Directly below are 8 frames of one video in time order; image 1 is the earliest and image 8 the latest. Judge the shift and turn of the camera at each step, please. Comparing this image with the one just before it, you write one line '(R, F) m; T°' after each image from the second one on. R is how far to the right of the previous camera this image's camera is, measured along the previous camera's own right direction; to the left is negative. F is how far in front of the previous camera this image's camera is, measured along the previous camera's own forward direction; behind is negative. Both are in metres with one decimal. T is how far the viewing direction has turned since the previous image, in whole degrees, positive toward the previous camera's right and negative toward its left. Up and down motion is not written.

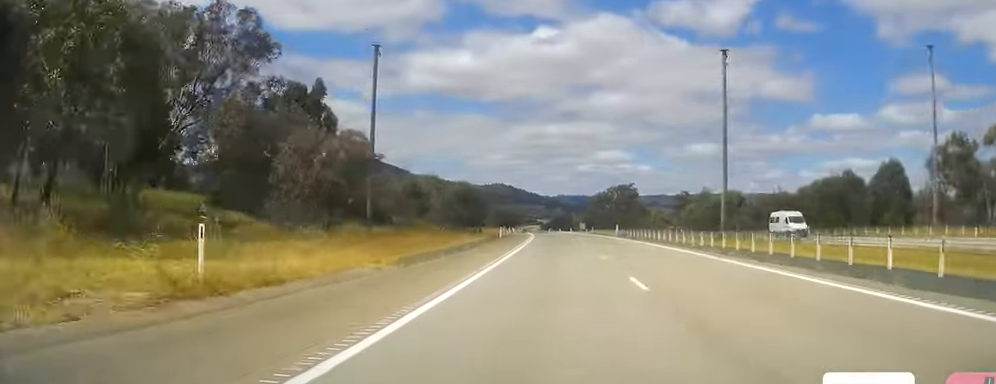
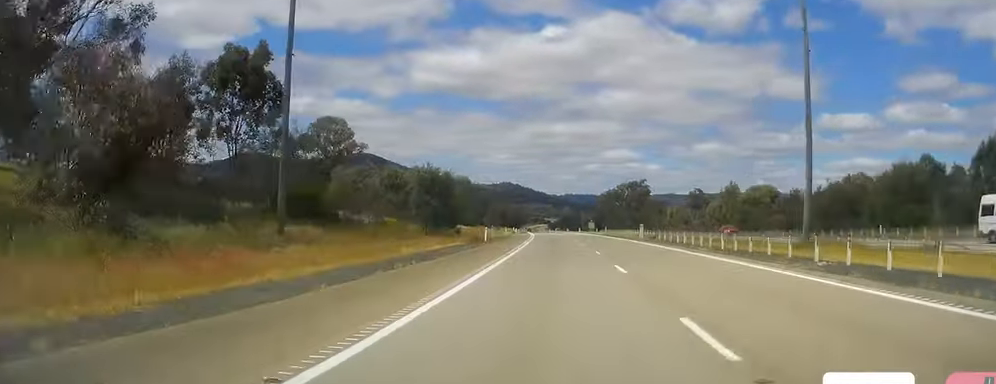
(-0.8, +19.3) m; -1°
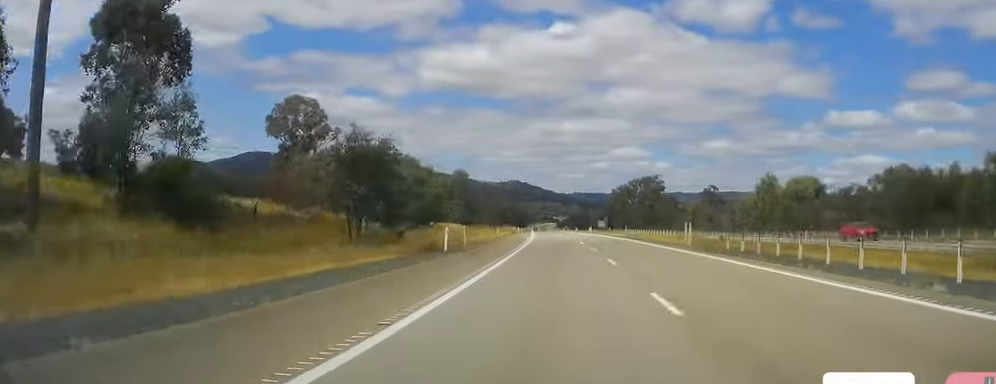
(-0.2, +20.3) m; -1°
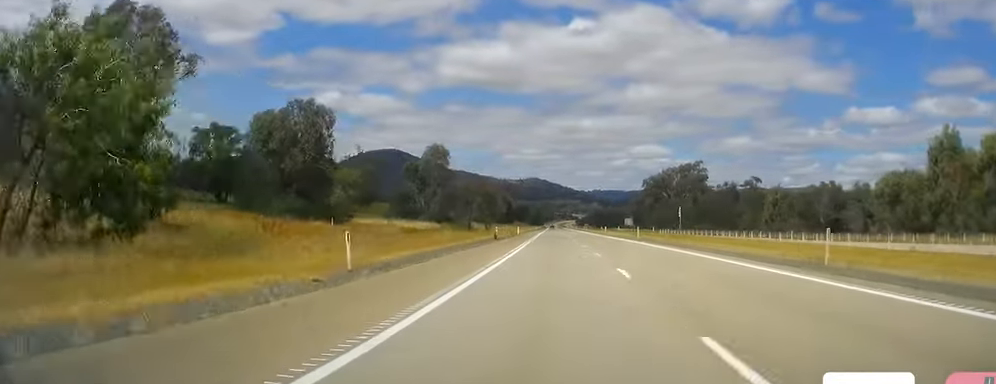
(-0.9, +53.2) m; -2°
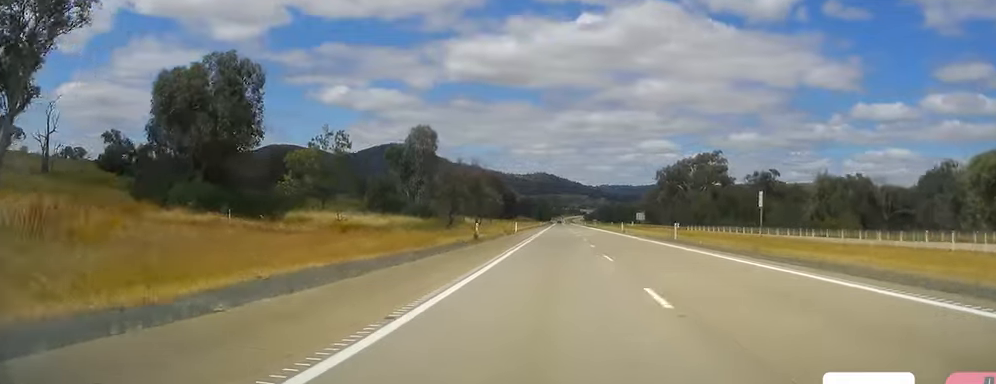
(-0.1, +18.4) m; 0°
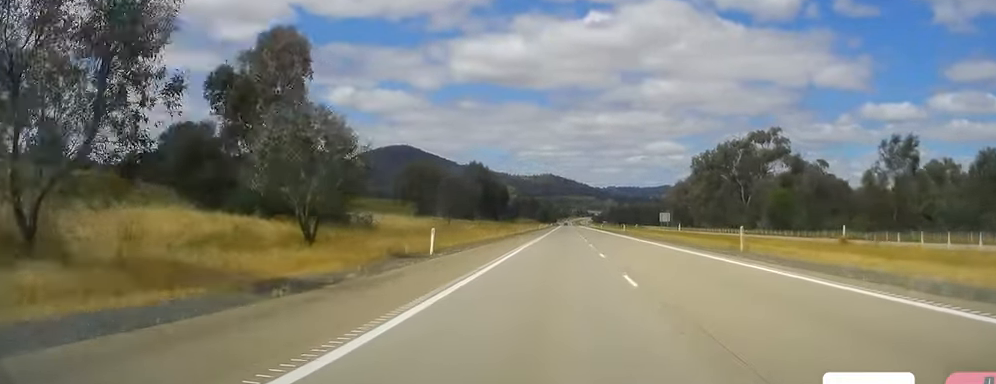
(0.0, +56.2) m; 0°
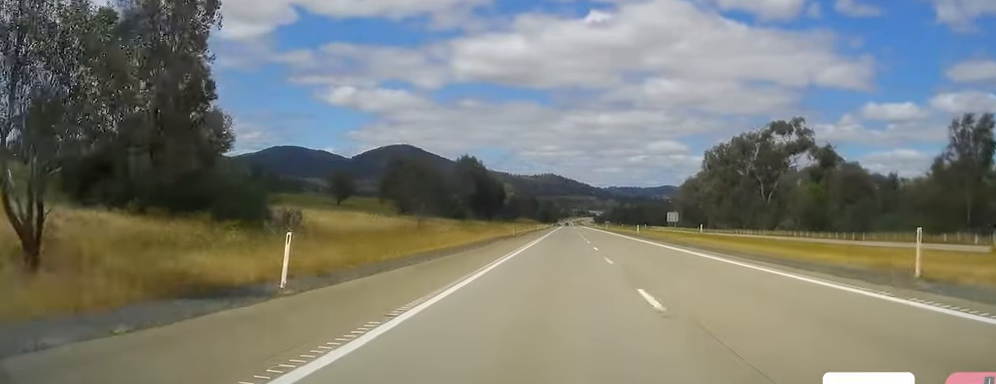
(0.0, +15.5) m; 0°
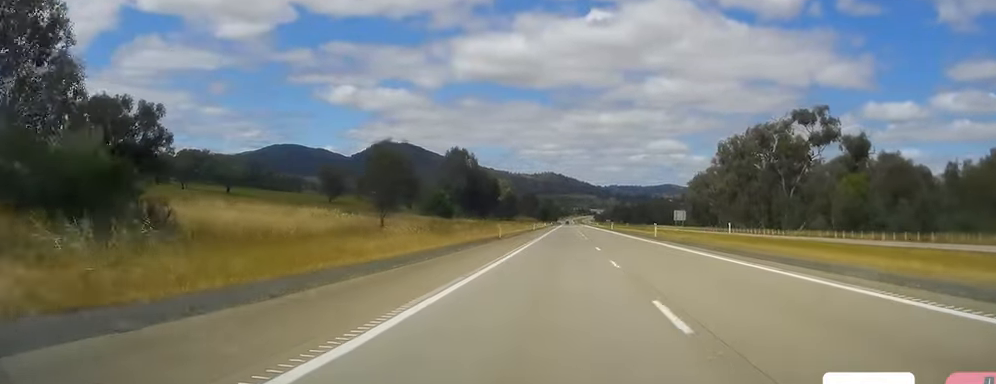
(0.0, +14.5) m; 0°
